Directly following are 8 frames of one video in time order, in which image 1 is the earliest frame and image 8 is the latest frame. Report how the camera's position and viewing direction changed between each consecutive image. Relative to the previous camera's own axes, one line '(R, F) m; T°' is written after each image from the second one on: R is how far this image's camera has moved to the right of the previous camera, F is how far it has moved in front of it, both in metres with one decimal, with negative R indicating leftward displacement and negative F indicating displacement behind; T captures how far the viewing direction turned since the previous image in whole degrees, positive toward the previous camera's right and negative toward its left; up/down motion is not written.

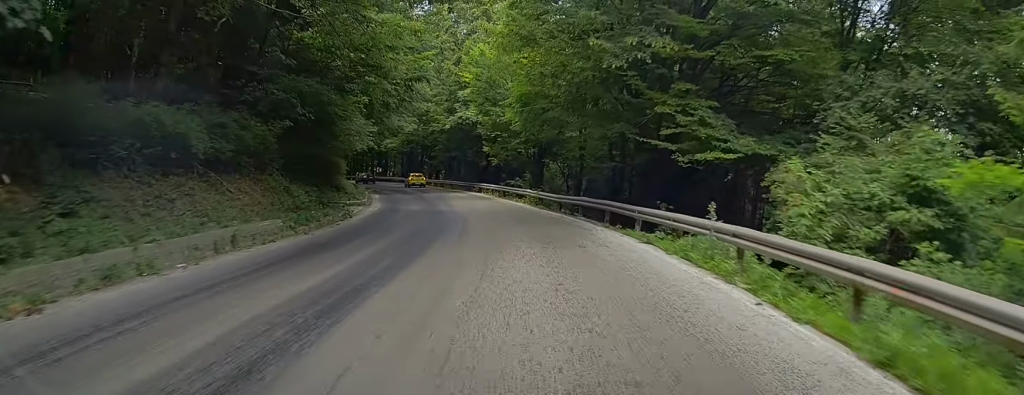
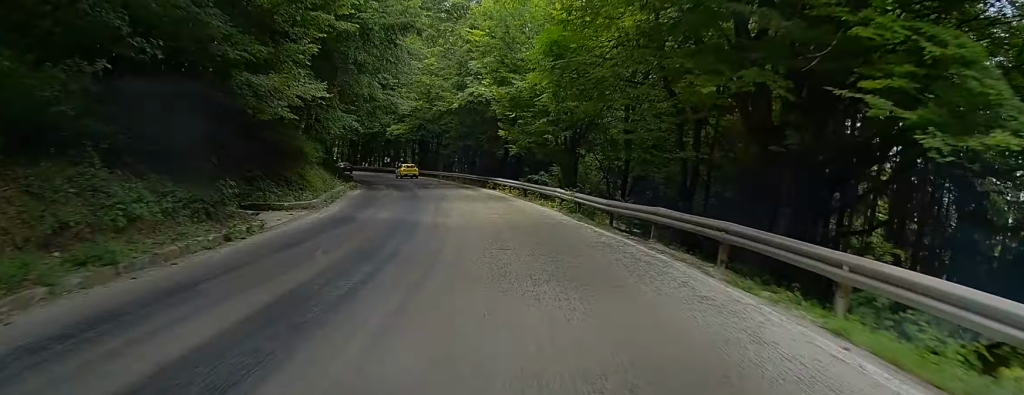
(-0.1, +10.8) m; 0°
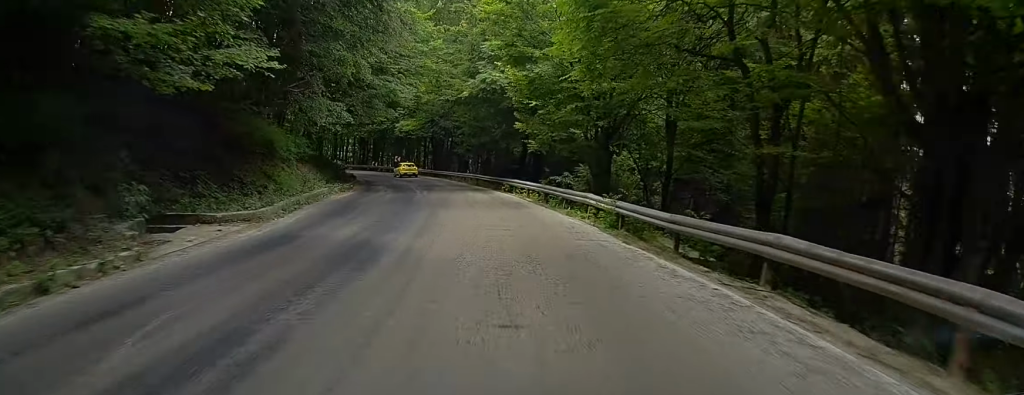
(+0.3, +5.9) m; -1°
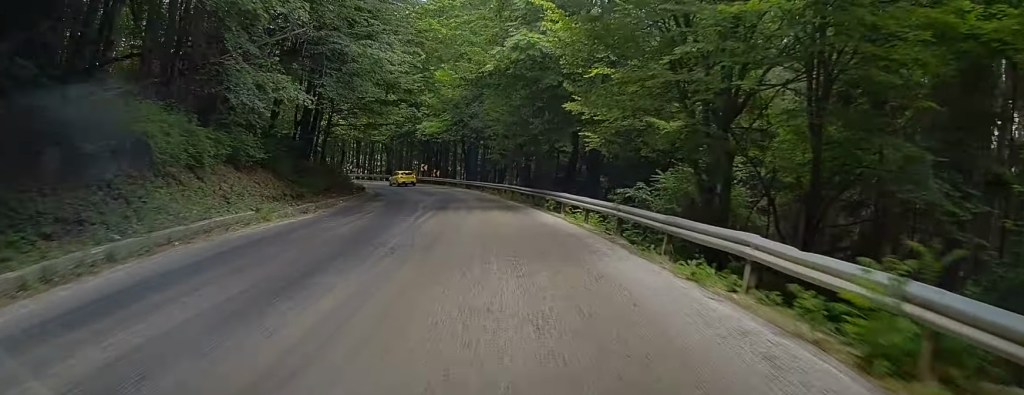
(0.0, +11.1) m; -3°
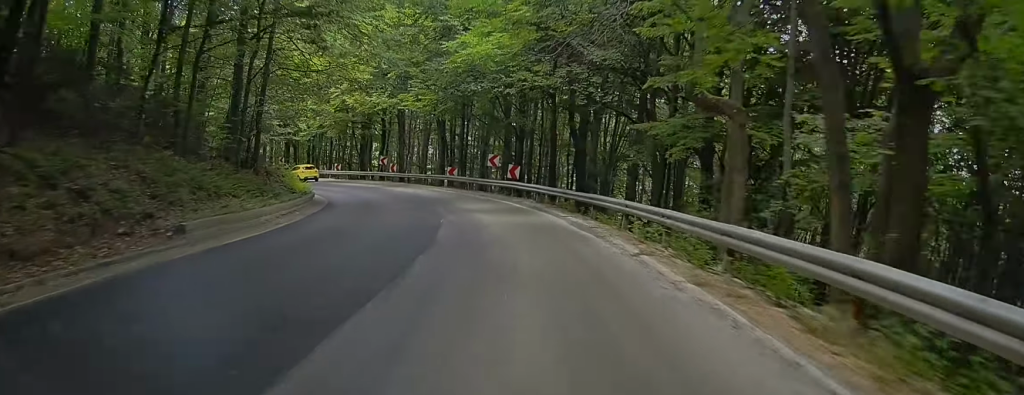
(-4.5, +35.9) m; -13°
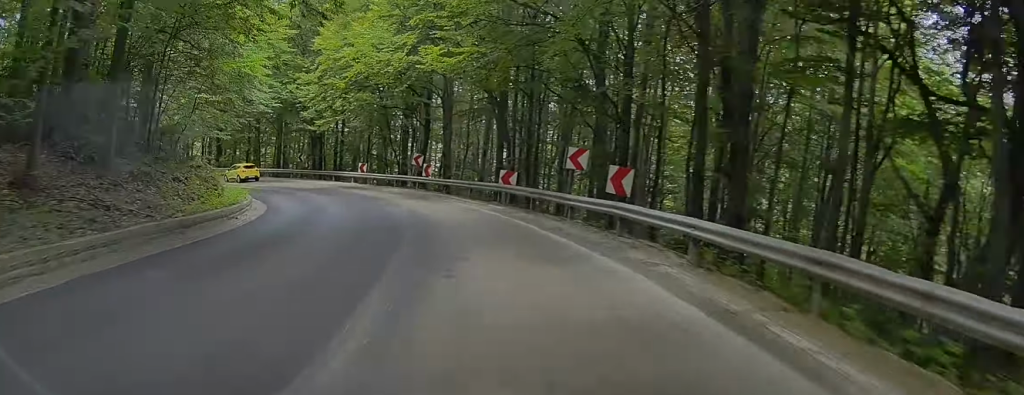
(-0.8, +18.3) m; -9°
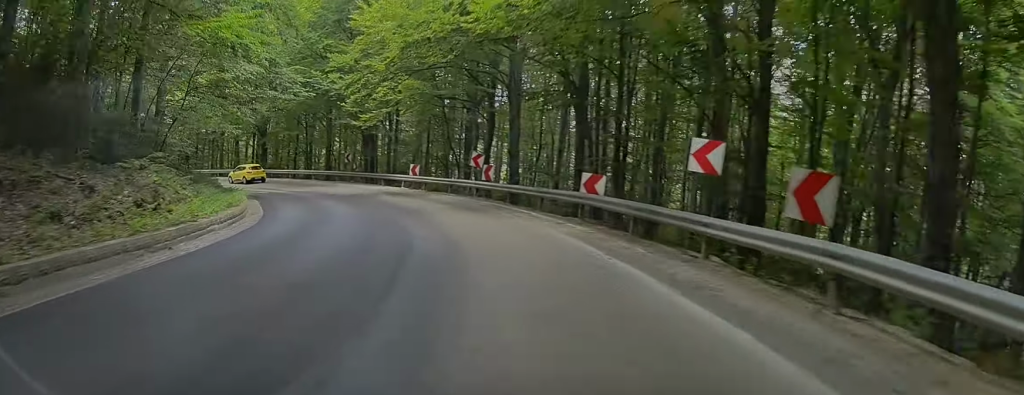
(-0.7, +7.6) m; -6°
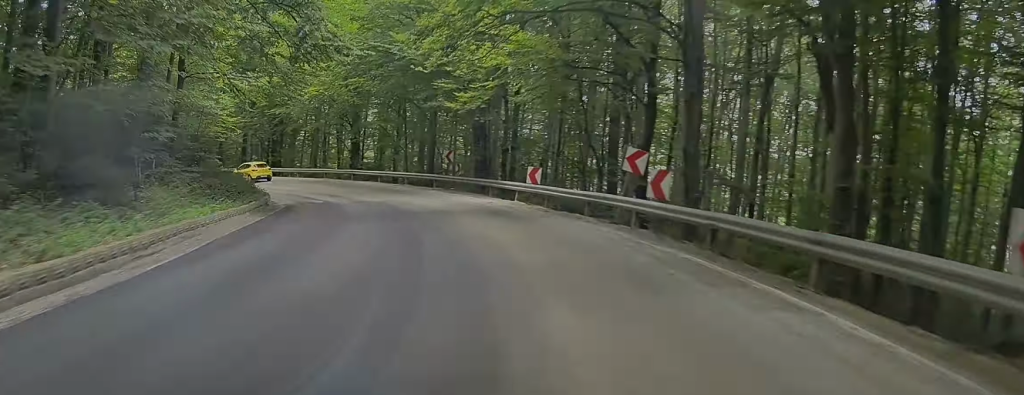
(-1.3, +13.5) m; -12°
